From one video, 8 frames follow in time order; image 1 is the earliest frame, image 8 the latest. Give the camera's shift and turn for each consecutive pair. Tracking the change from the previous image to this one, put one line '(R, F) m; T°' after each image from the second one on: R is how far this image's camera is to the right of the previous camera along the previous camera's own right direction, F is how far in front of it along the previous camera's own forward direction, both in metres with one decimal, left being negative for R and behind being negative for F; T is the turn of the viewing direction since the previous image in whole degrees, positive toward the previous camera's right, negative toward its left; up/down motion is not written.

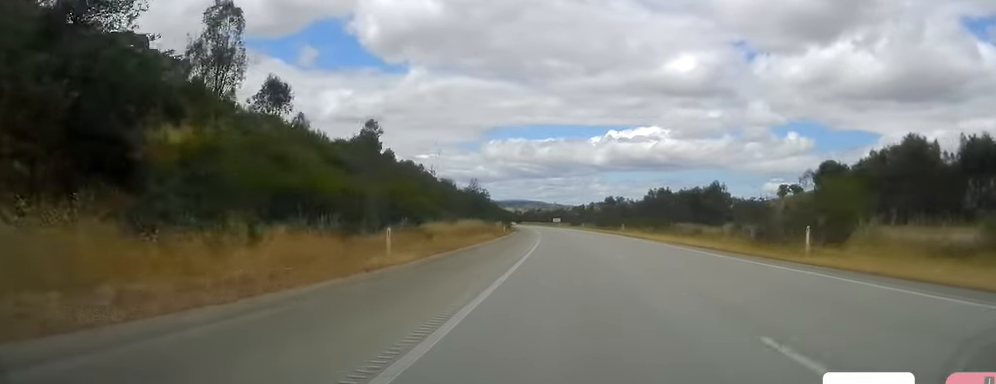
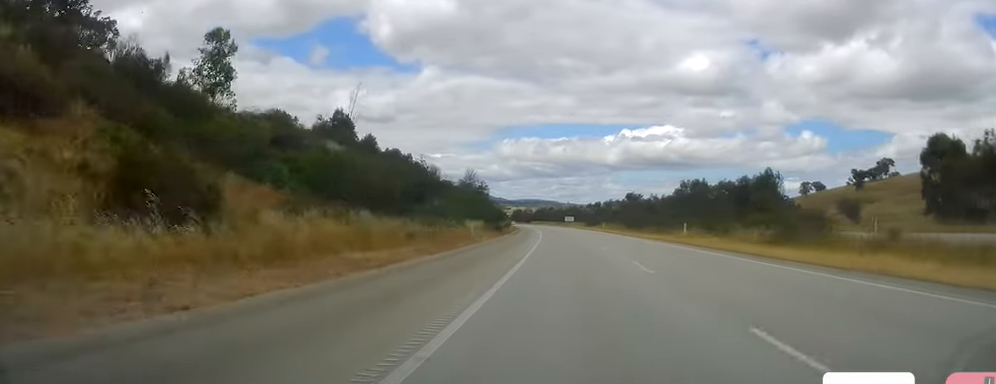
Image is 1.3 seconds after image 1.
(-0.2, +36.4) m; 0°
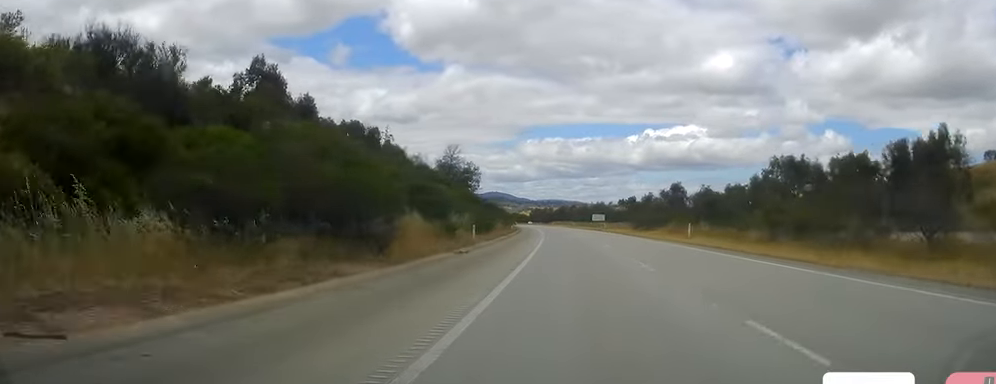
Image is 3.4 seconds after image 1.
(-1.3, +60.3) m; -3°
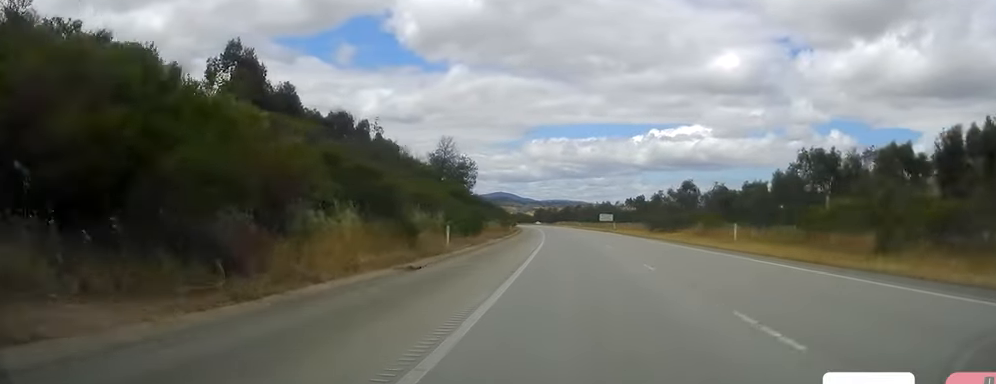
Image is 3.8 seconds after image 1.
(+0.1, +11.5) m; -1°
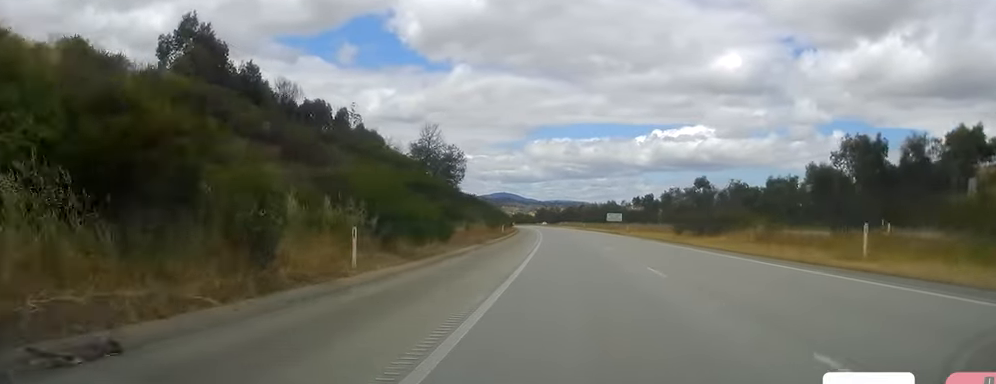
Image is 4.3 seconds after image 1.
(+0.2, +15.3) m; -1°
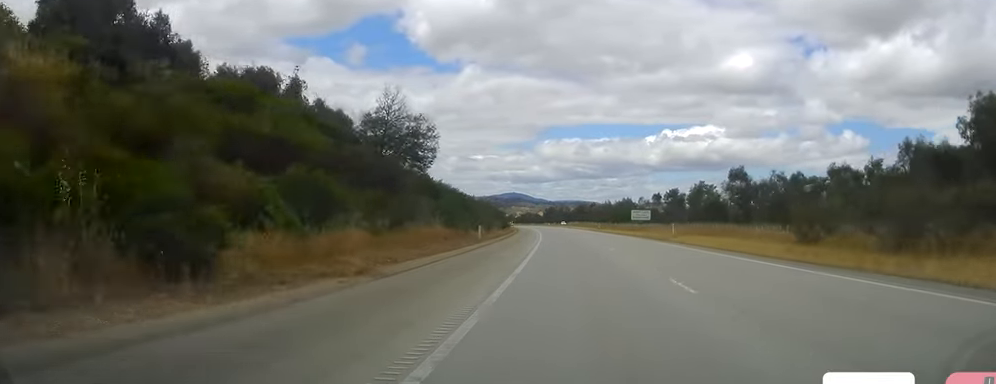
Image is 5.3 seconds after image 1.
(-0.9, +27.8) m; 0°
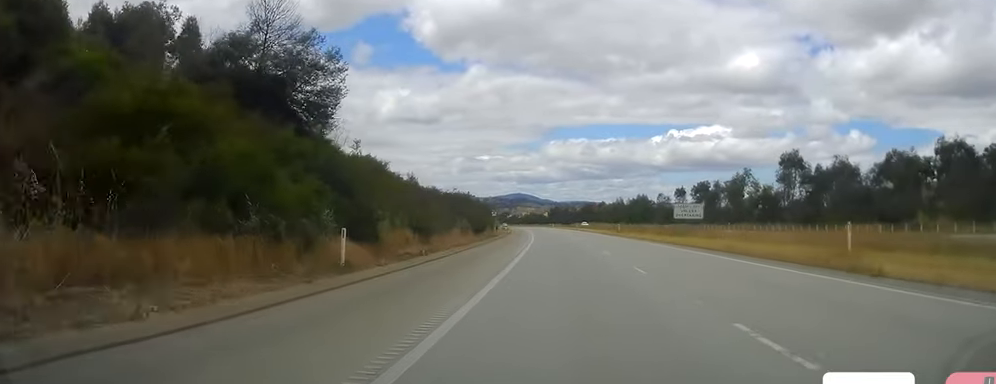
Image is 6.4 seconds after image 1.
(+0.7, +31.7) m; 0°
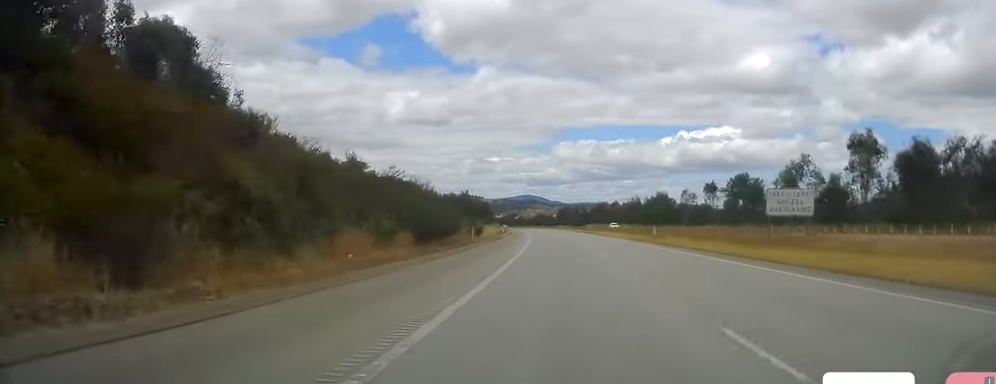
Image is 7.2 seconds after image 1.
(-0.6, +24.9) m; -2°
